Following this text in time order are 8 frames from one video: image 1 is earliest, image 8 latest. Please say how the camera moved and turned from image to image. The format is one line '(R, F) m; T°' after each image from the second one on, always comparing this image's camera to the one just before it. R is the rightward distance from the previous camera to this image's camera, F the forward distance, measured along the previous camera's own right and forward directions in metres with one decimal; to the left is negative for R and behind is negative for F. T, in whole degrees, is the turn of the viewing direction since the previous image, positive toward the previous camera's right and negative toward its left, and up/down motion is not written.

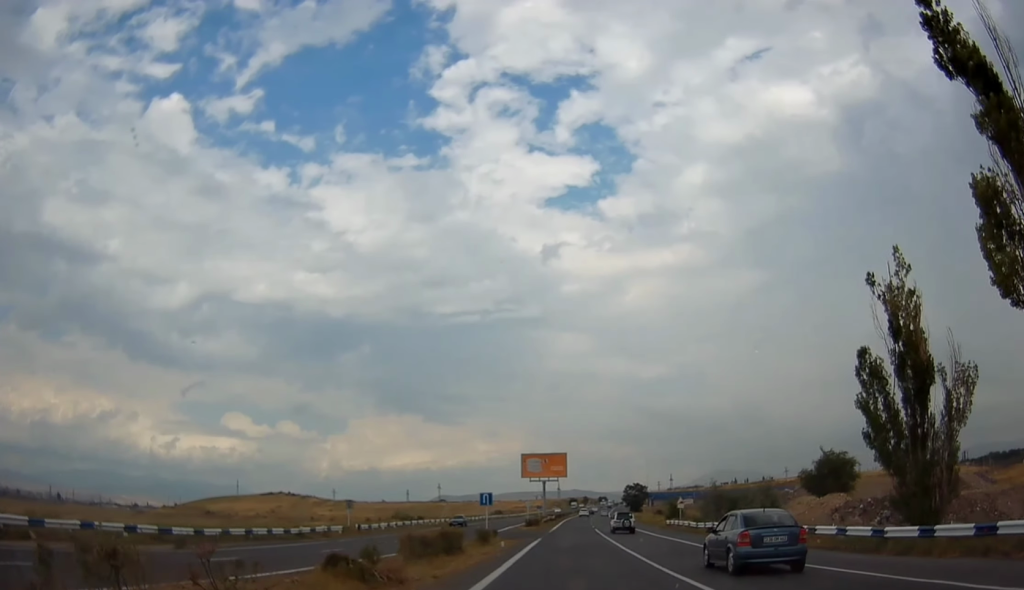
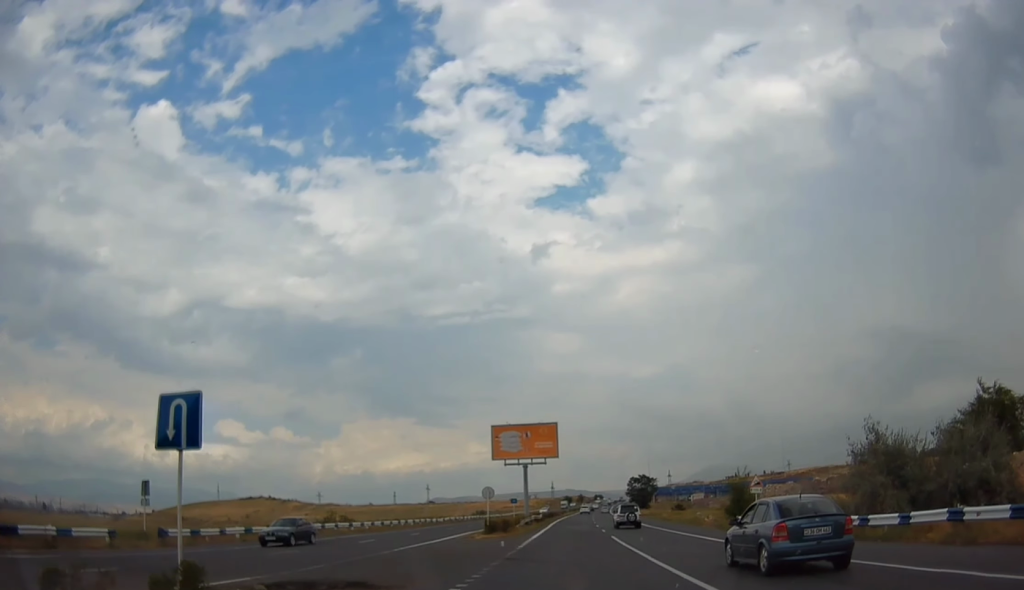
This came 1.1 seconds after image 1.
(+0.3, +28.8) m; 0°
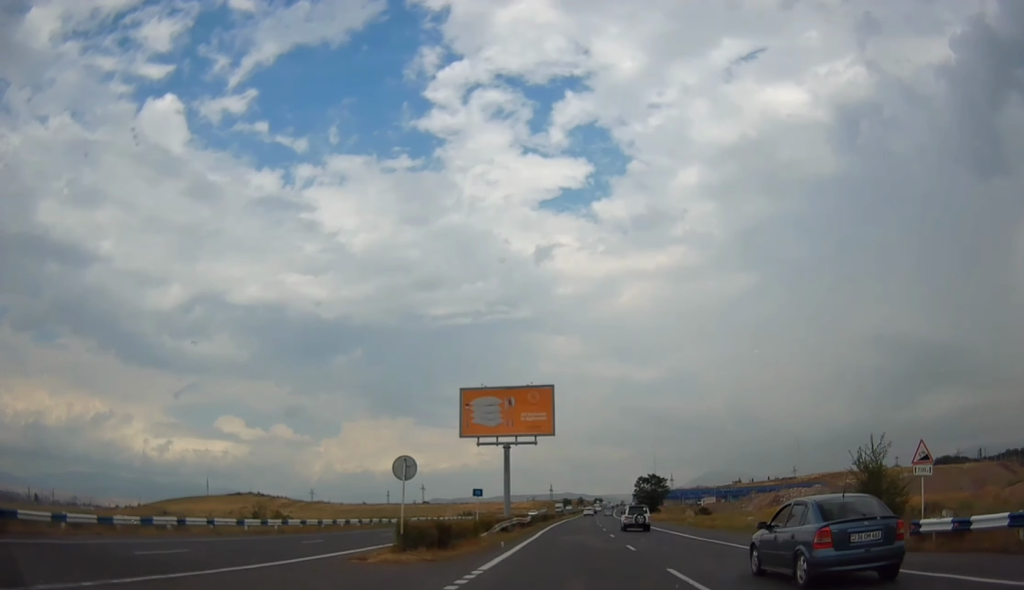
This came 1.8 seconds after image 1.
(-0.2, +19.3) m; 0°
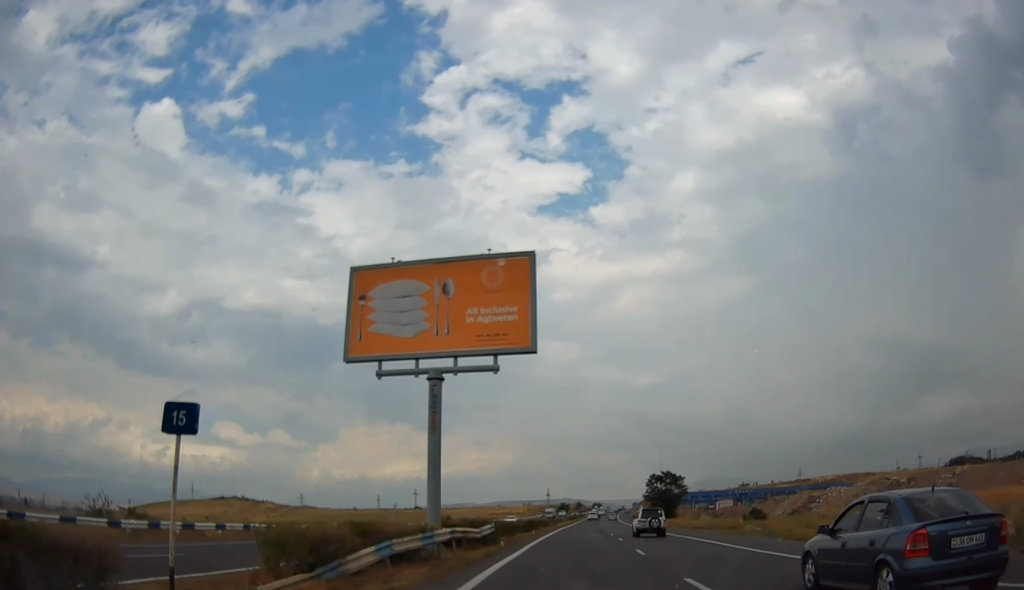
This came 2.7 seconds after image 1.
(+0.2, +23.7) m; 0°
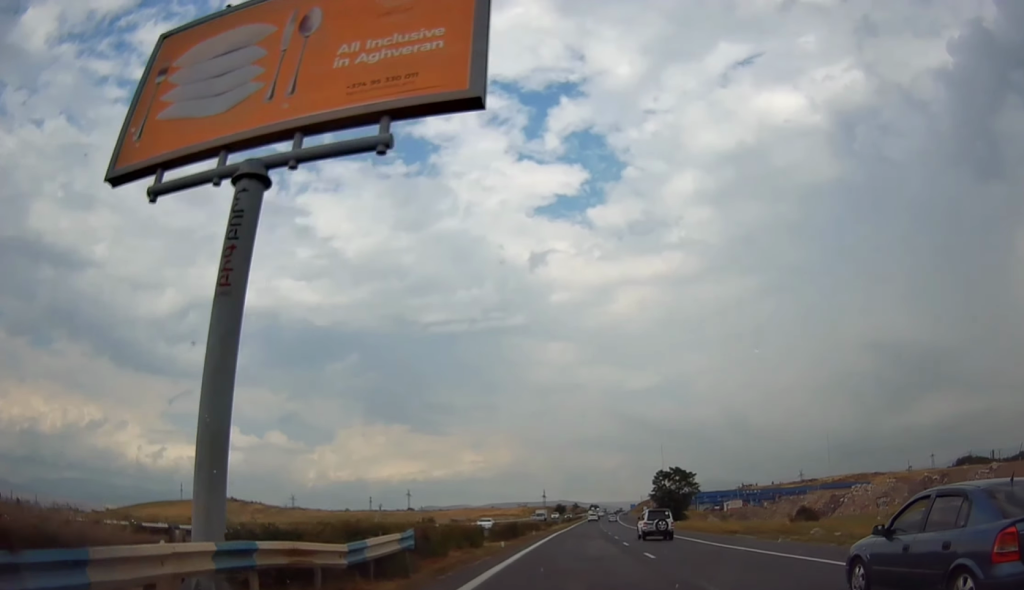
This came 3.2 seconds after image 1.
(0.0, +13.4) m; 0°
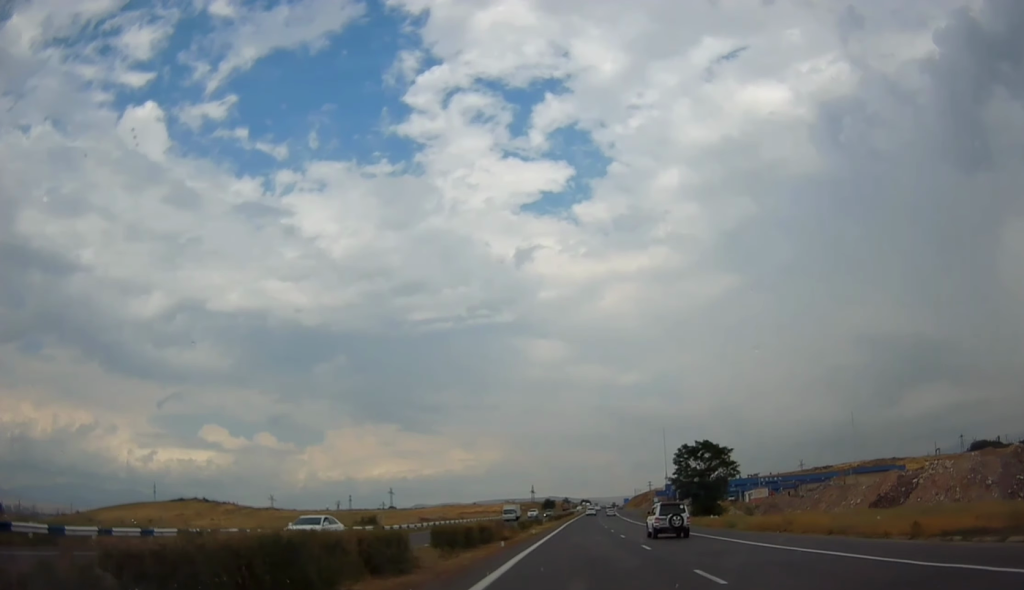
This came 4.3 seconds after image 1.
(0.0, +29.2) m; +1°
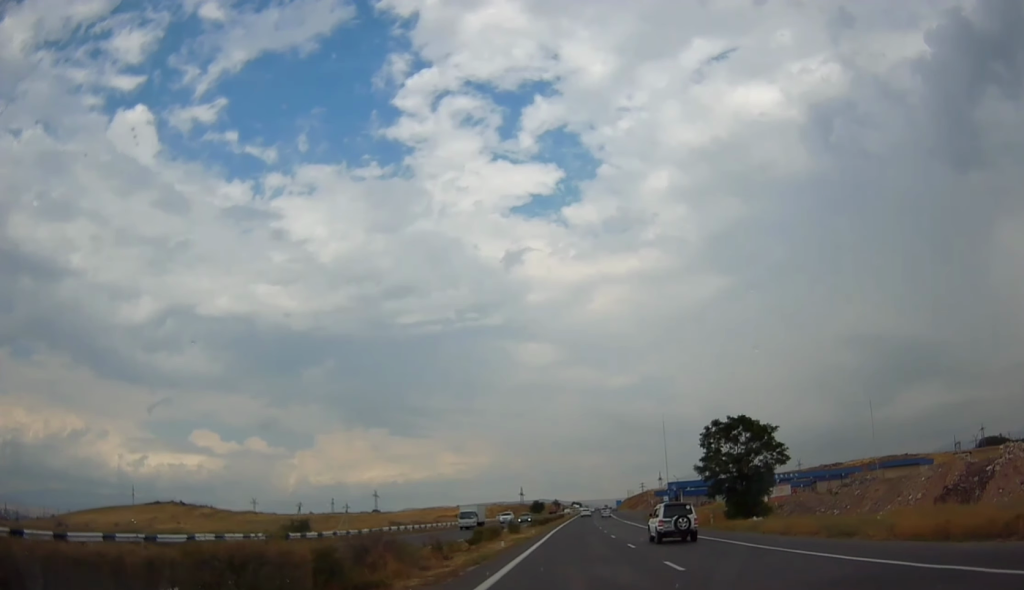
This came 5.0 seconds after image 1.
(+0.2, +19.8) m; +1°
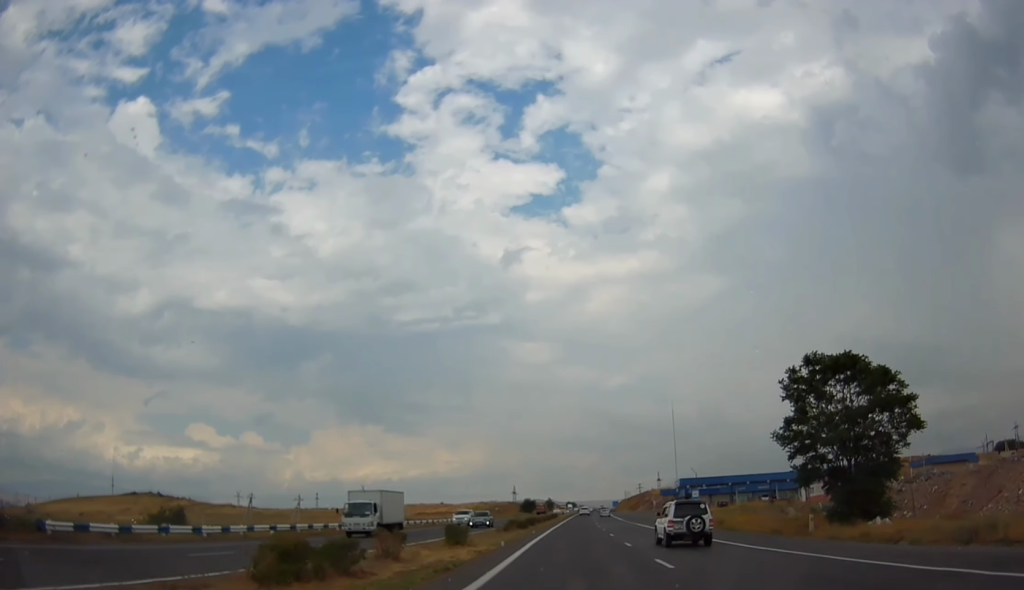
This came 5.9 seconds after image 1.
(+0.2, +22.3) m; +1°
